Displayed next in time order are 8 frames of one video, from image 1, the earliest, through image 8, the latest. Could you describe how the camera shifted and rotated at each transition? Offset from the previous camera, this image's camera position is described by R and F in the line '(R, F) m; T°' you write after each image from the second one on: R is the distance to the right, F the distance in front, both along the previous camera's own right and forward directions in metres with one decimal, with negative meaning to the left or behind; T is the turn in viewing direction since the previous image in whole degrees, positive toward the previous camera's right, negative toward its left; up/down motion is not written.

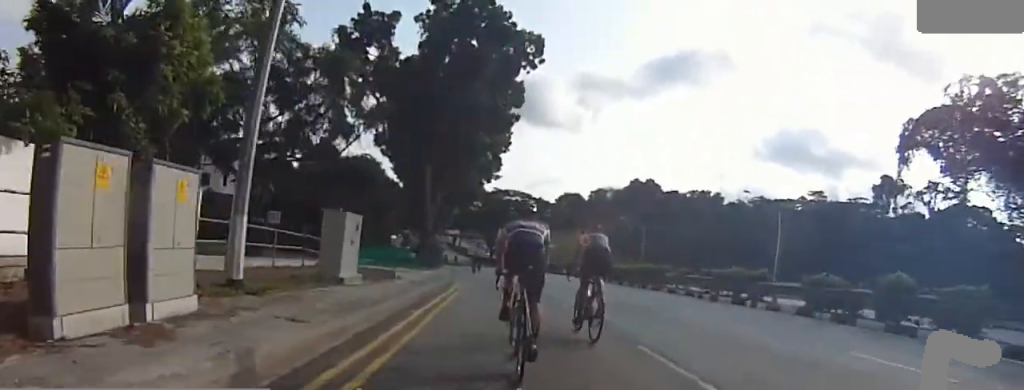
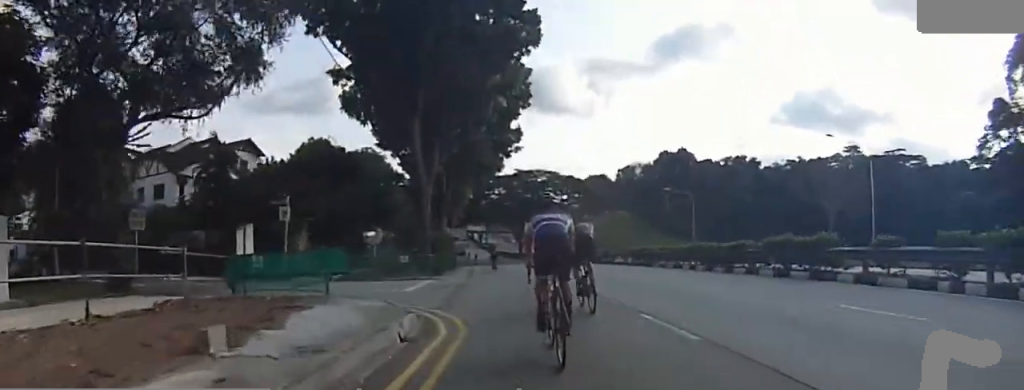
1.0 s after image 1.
(+1.3, +11.3) m; +7°
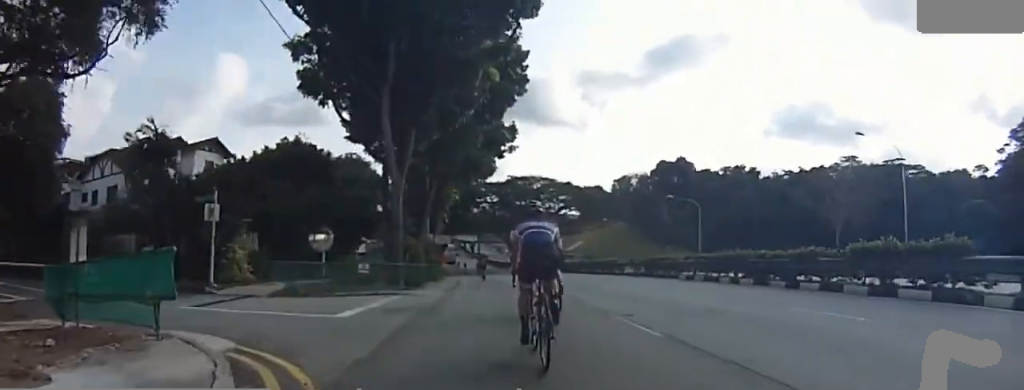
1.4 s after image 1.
(+0.2, +5.0) m; -3°
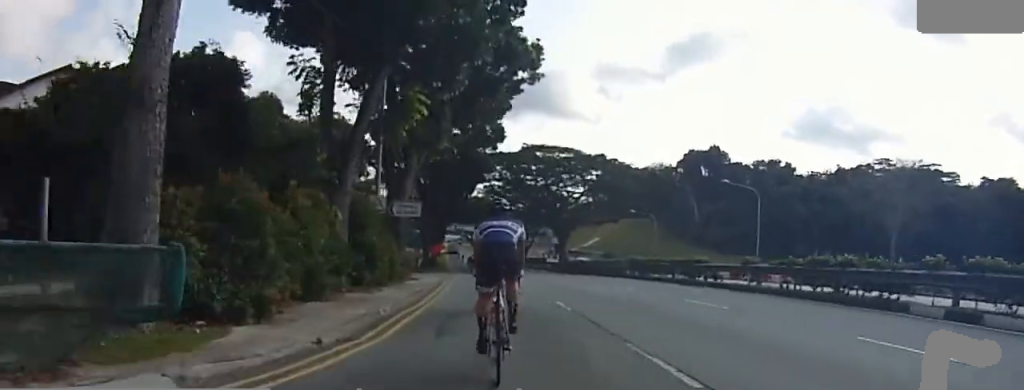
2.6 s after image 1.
(-1.3, +13.9) m; -9°
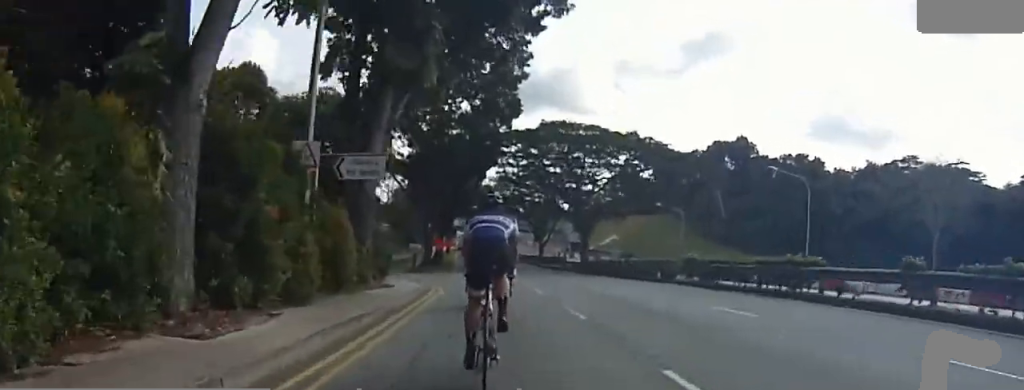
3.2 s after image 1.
(-0.3, +7.2) m; 0°
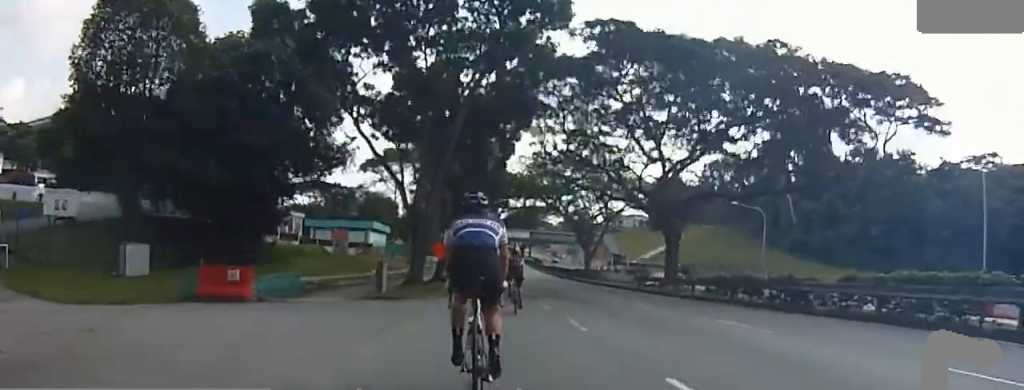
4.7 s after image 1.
(+1.6, +17.7) m; +5°
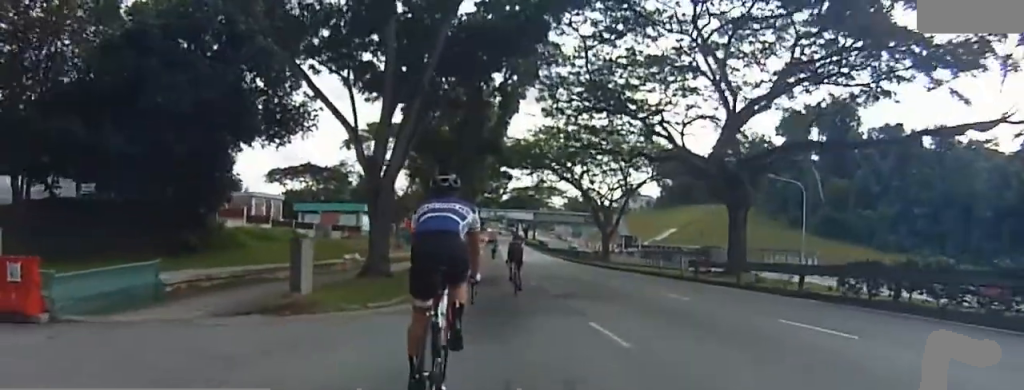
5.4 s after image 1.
(-0.3, +8.6) m; 0°
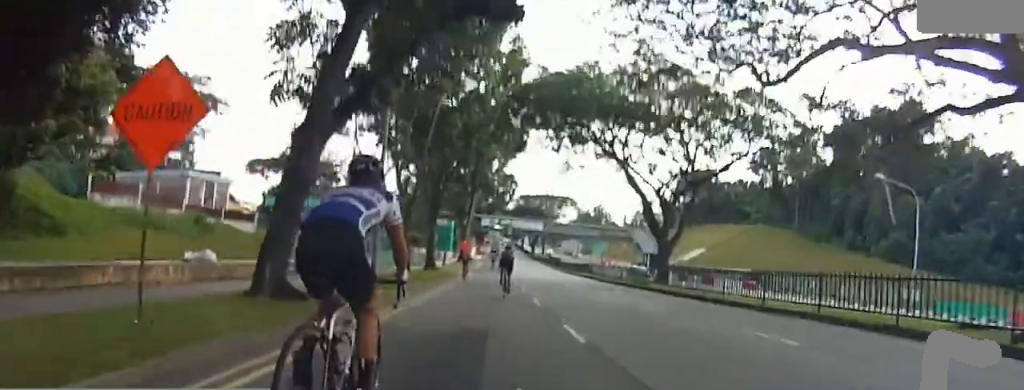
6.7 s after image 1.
(+0.4, +17.1) m; 0°
